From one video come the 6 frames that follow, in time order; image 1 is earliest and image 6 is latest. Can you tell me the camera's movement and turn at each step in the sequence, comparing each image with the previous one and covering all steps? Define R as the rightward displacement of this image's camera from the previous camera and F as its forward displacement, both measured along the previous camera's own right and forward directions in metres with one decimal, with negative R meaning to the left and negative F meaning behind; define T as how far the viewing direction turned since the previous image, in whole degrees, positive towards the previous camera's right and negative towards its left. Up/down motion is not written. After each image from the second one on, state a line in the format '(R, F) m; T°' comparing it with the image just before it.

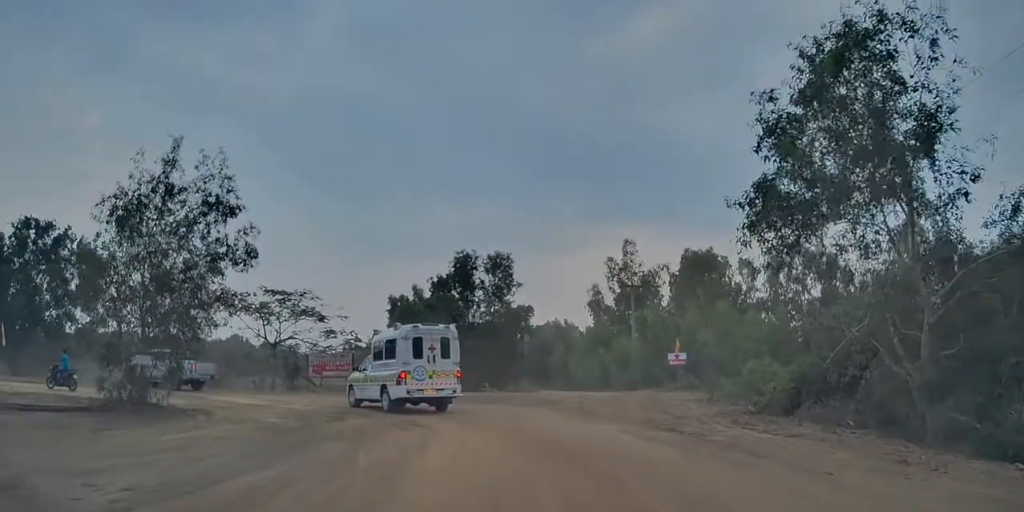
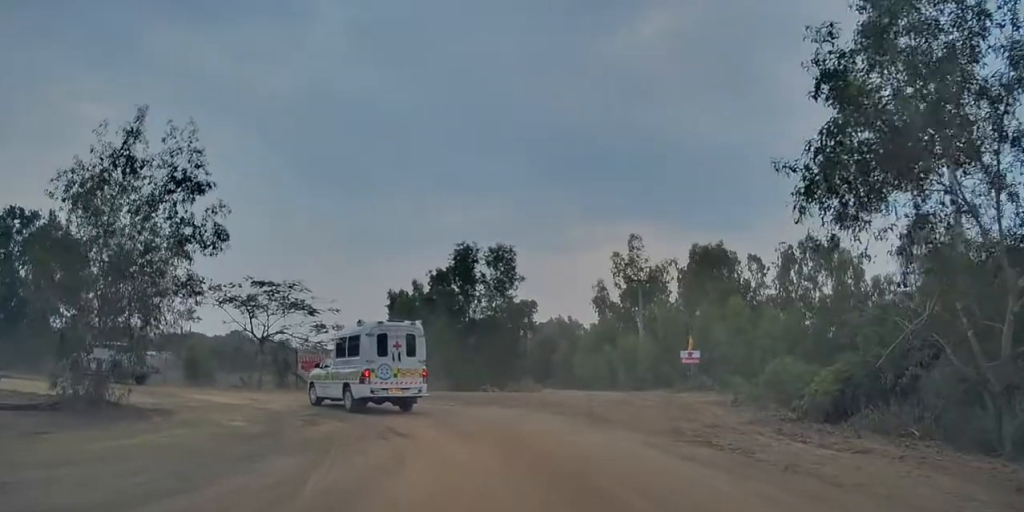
(+0.1, +2.2) m; +3°
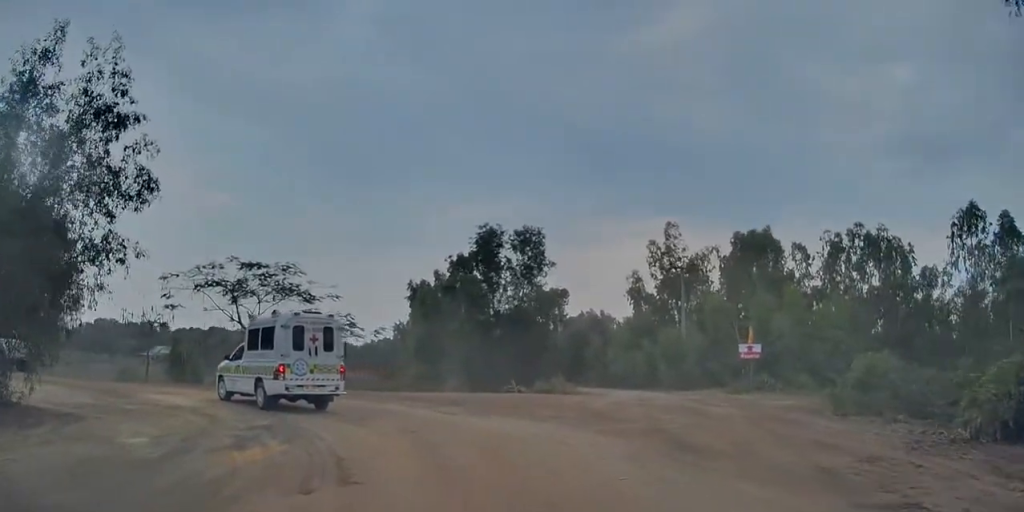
(+0.2, +4.7) m; -4°
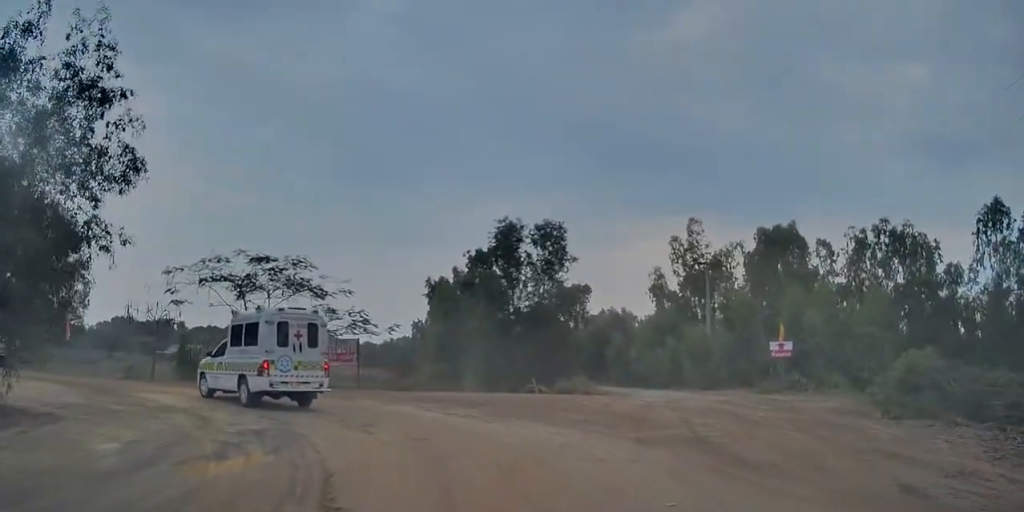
(0.0, +1.1) m; -7°
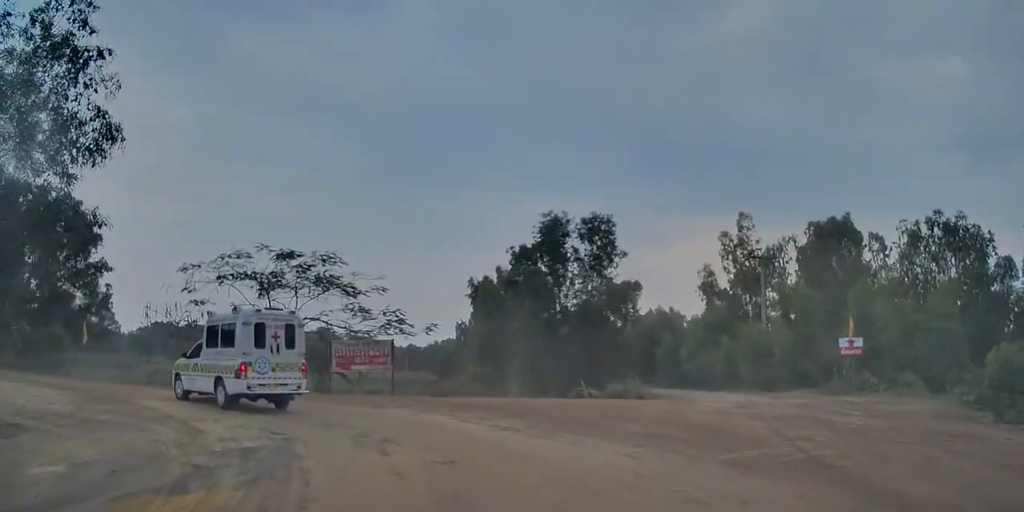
(-0.3, +1.9) m; -12°
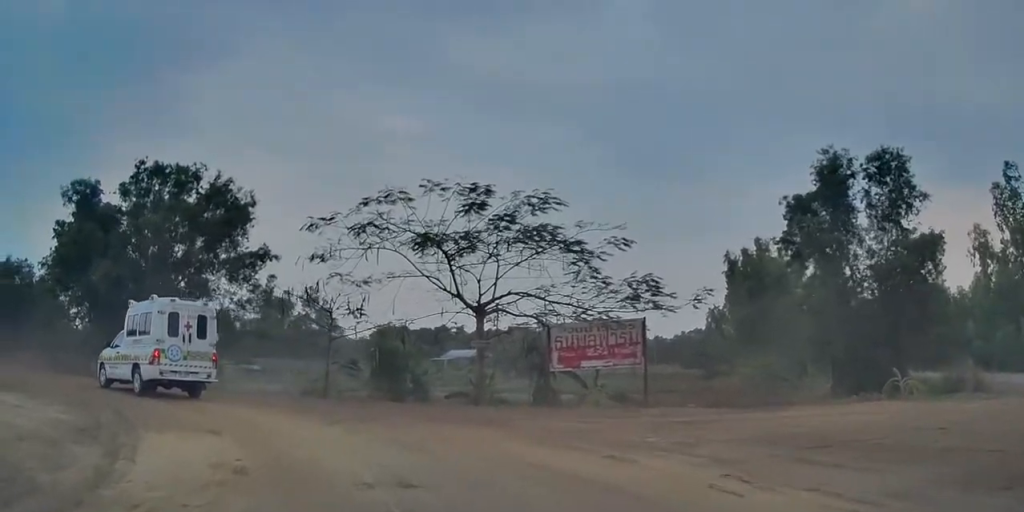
(-2.2, +6.9) m; -31°
